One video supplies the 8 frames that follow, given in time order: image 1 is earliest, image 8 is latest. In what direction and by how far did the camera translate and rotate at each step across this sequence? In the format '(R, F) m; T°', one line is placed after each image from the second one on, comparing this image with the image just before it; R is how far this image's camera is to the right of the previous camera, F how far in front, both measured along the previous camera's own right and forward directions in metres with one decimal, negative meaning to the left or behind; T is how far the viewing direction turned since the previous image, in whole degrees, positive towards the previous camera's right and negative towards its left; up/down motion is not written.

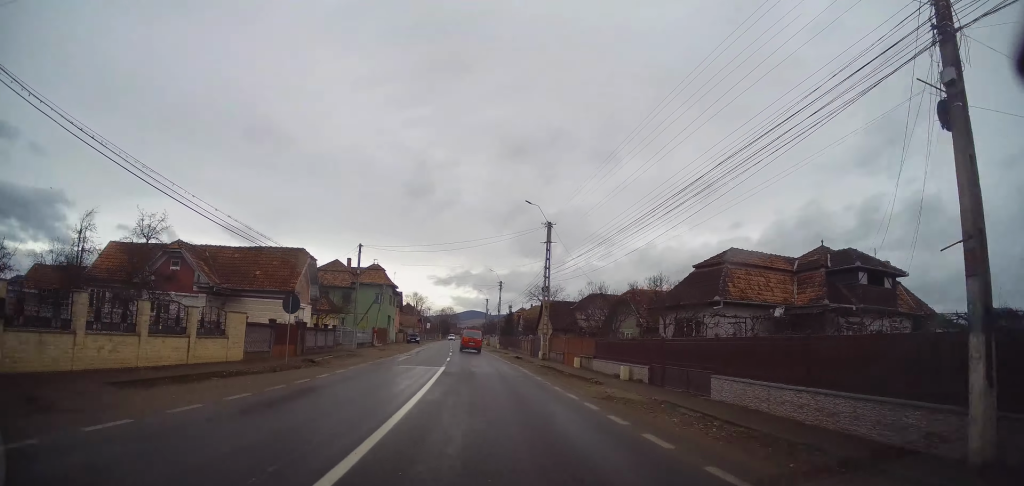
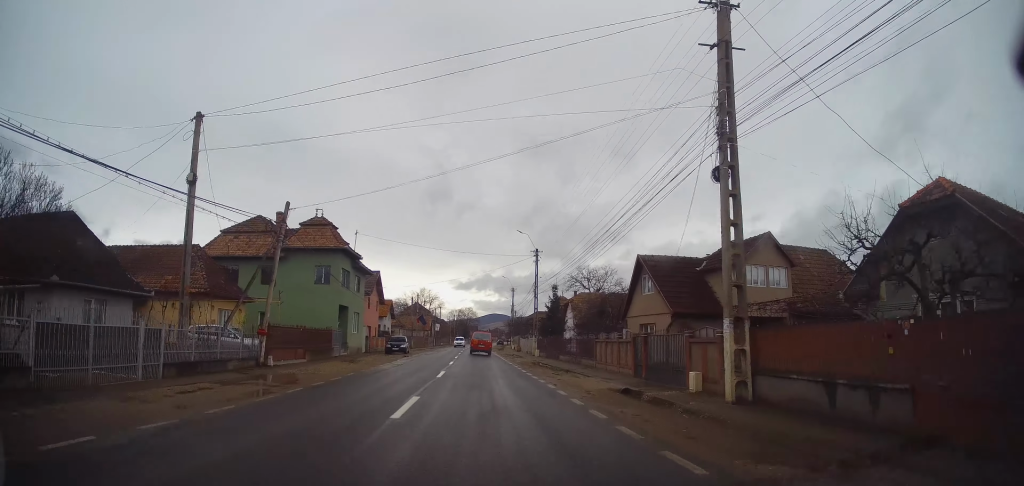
(-1.5, +28.7) m; -4°
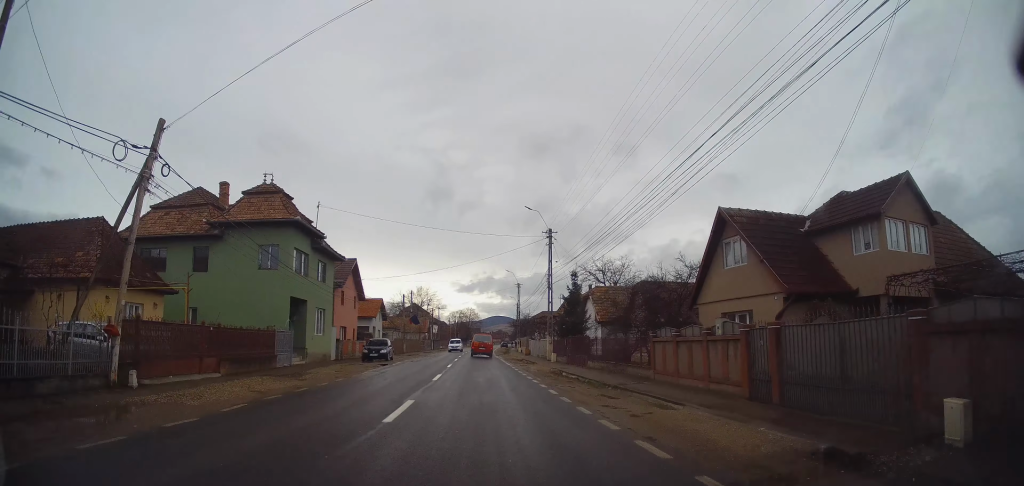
(0.0, +9.2) m; 0°
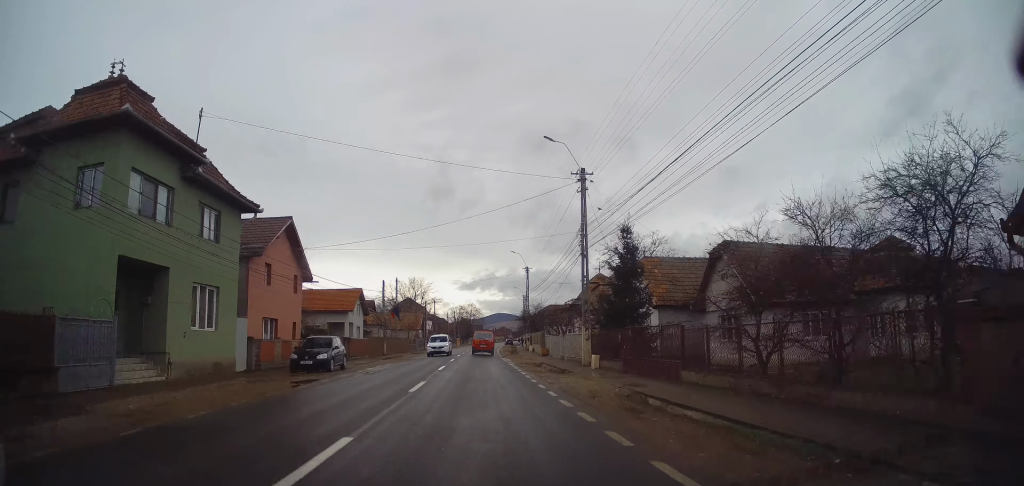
(0.0, +13.3) m; 0°
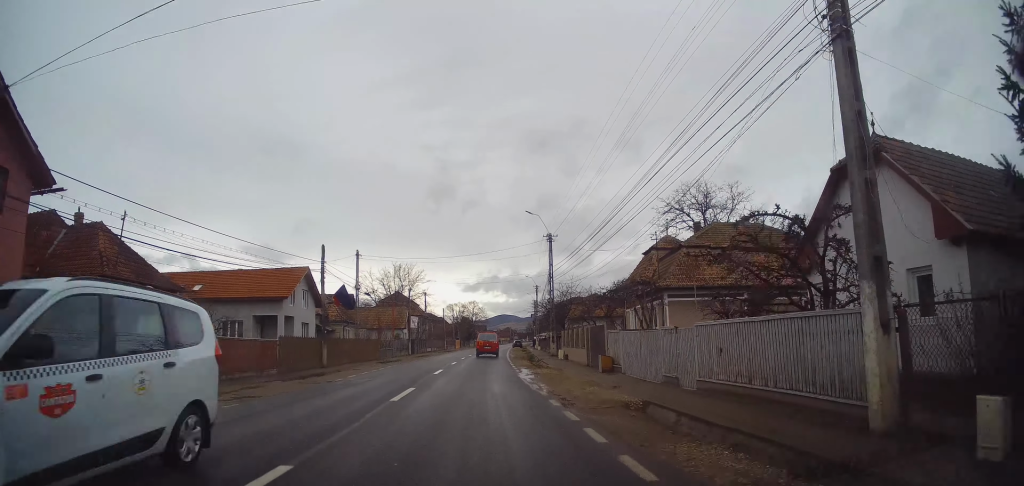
(0.0, +19.7) m; 0°
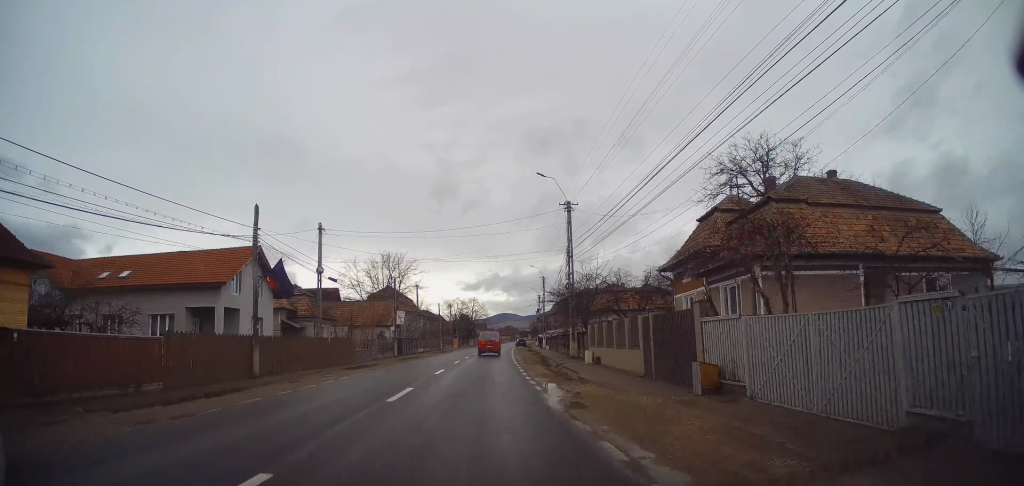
(0.0, +9.4) m; 0°
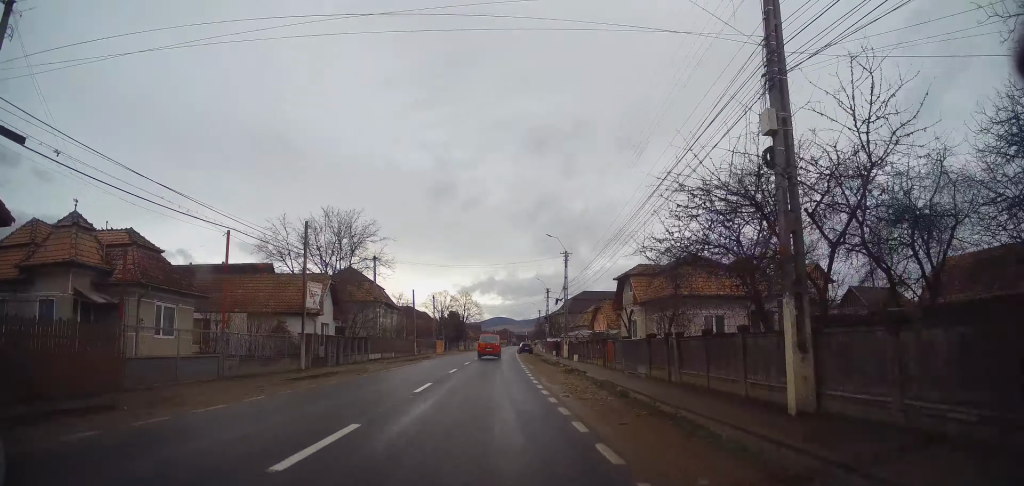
(-0.1, +23.9) m; 0°
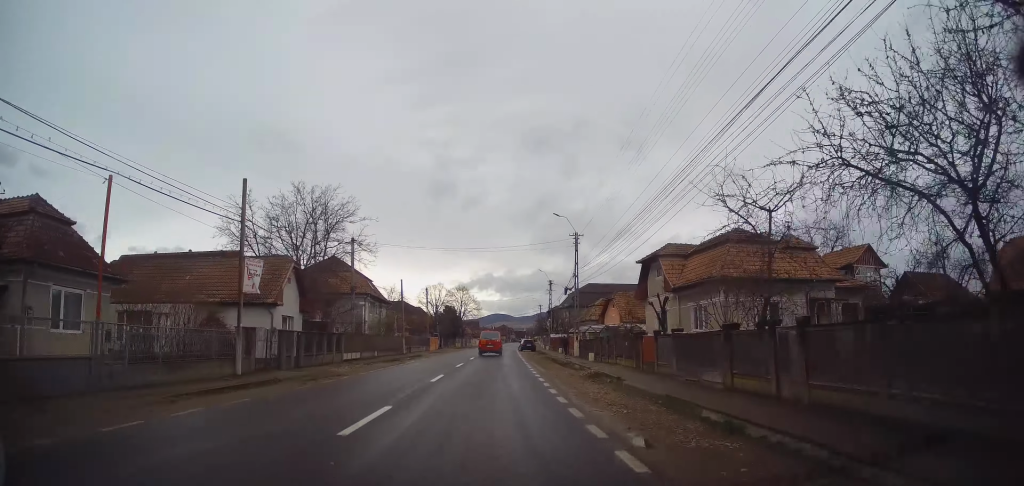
(0.0, +6.8) m; 0°
